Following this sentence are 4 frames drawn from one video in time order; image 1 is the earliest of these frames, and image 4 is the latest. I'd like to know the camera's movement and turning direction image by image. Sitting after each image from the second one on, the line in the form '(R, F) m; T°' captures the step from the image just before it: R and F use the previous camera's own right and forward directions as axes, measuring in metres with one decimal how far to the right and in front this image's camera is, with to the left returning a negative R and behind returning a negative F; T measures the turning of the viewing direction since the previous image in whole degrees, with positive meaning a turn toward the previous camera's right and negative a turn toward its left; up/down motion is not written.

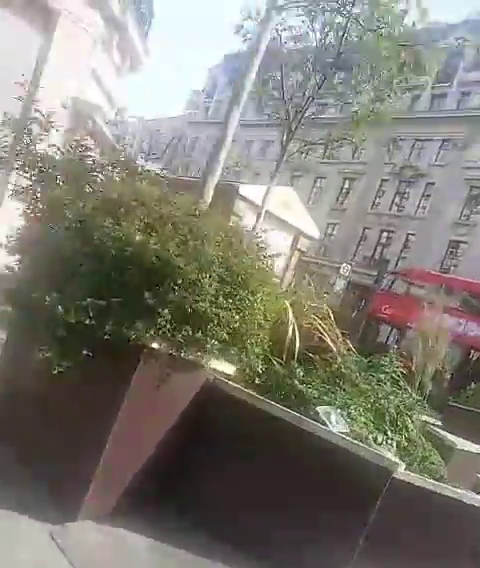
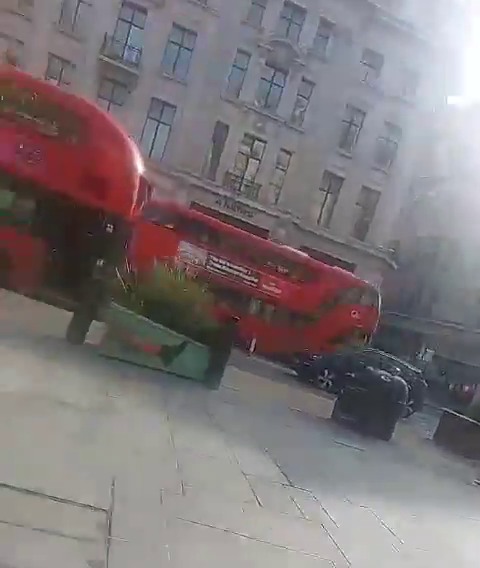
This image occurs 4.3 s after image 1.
(0.0, +6.5) m; +6°
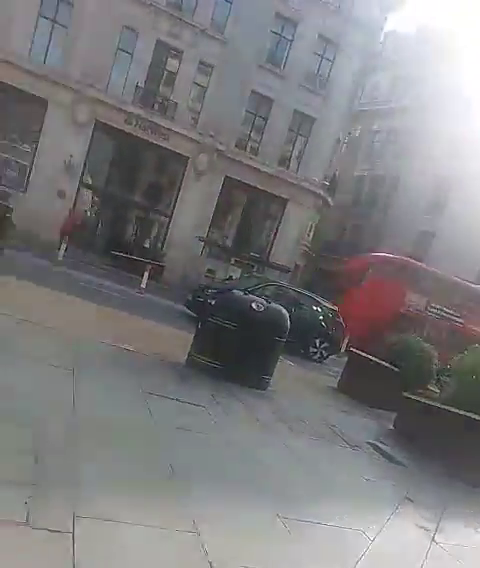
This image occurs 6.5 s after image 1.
(+0.6, +3.5) m; +29°
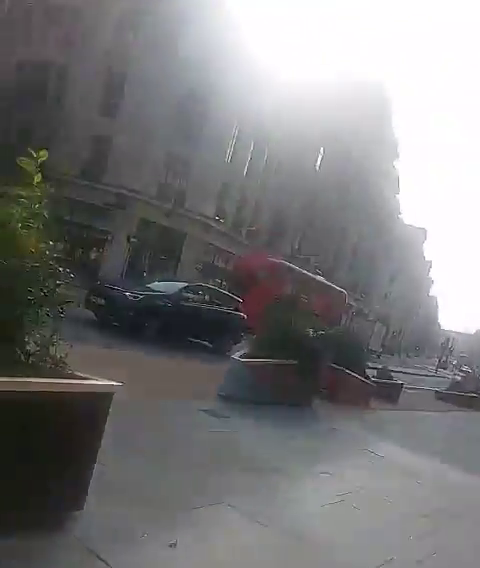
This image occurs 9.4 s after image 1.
(+1.8, +5.3) m; +26°
